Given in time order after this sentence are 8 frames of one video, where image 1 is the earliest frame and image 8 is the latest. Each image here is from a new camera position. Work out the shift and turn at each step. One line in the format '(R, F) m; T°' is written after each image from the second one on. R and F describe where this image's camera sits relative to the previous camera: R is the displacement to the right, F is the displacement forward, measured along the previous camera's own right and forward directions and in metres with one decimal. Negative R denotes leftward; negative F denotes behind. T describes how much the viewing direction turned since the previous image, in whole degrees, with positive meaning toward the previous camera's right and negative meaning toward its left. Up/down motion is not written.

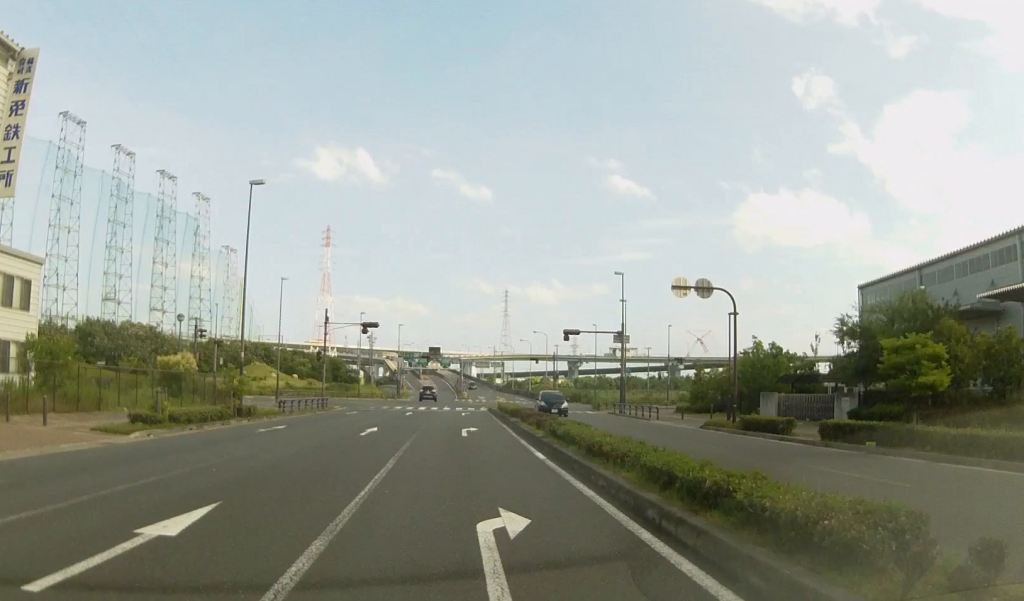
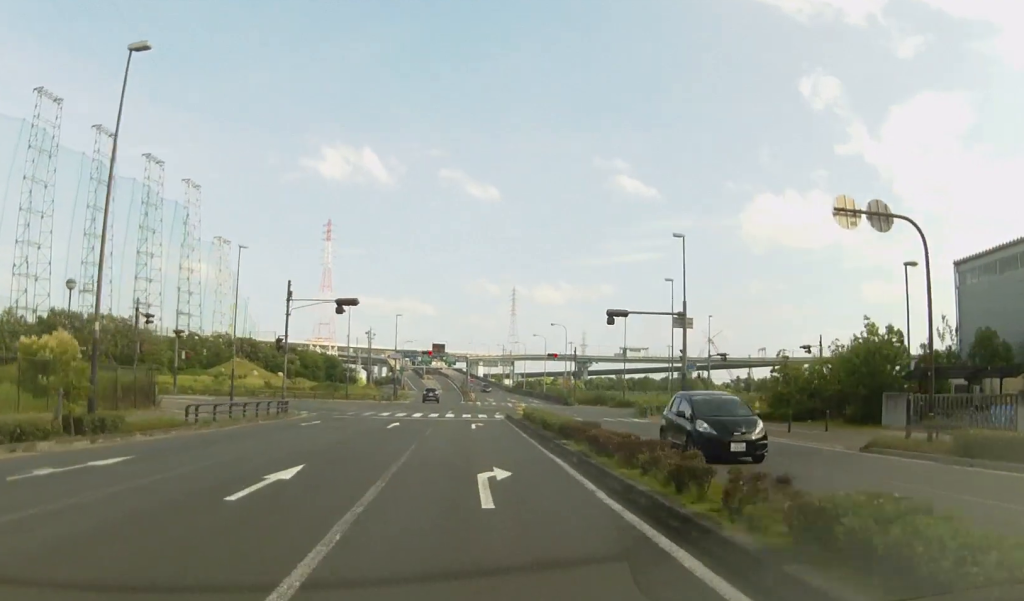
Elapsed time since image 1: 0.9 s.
(-0.2, +17.2) m; -1°
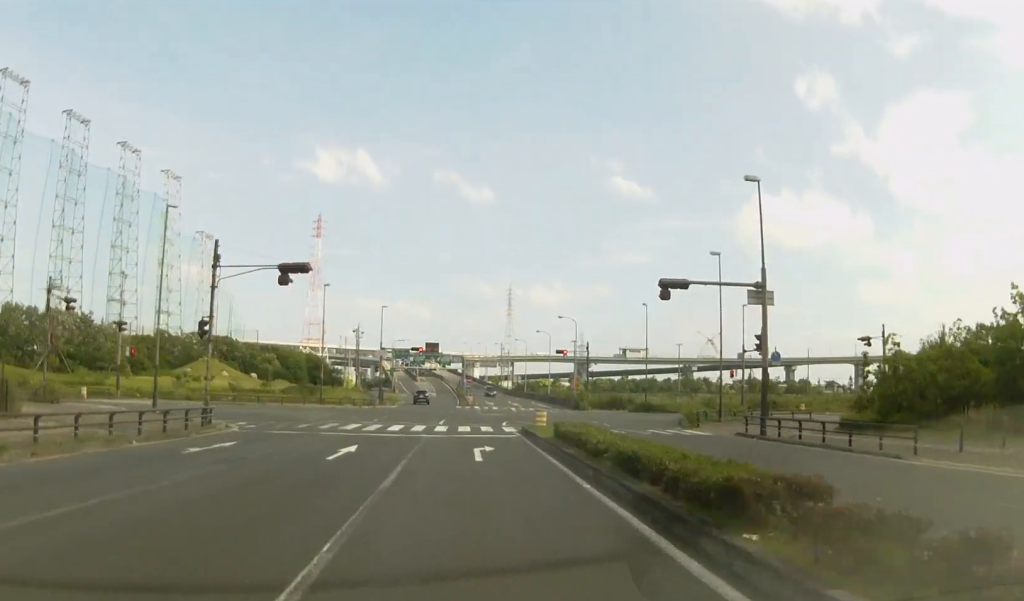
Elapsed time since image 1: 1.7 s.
(-0.1, +14.3) m; 0°
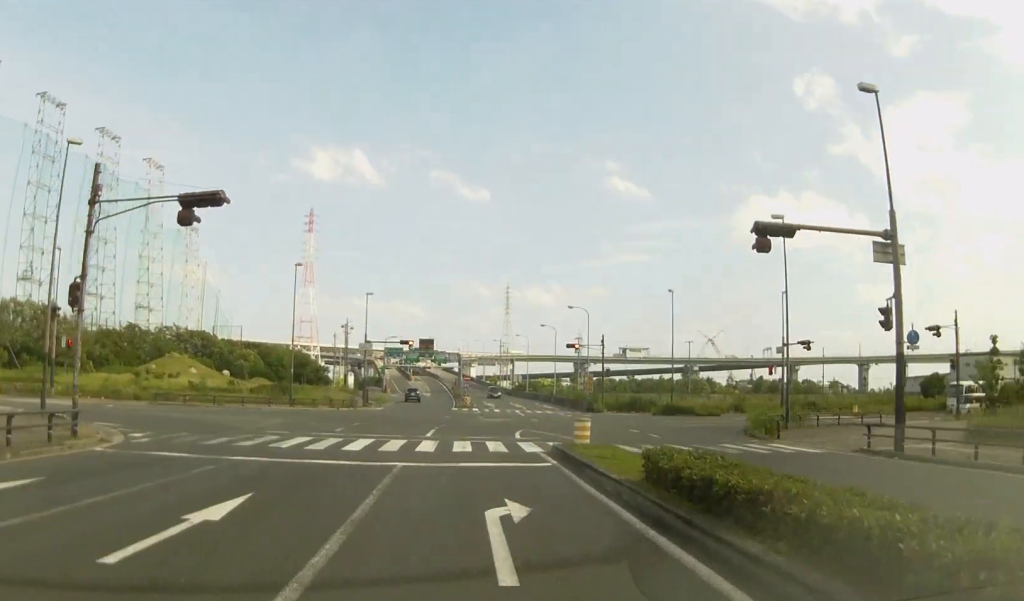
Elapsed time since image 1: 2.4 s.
(+0.1, +12.0) m; 0°
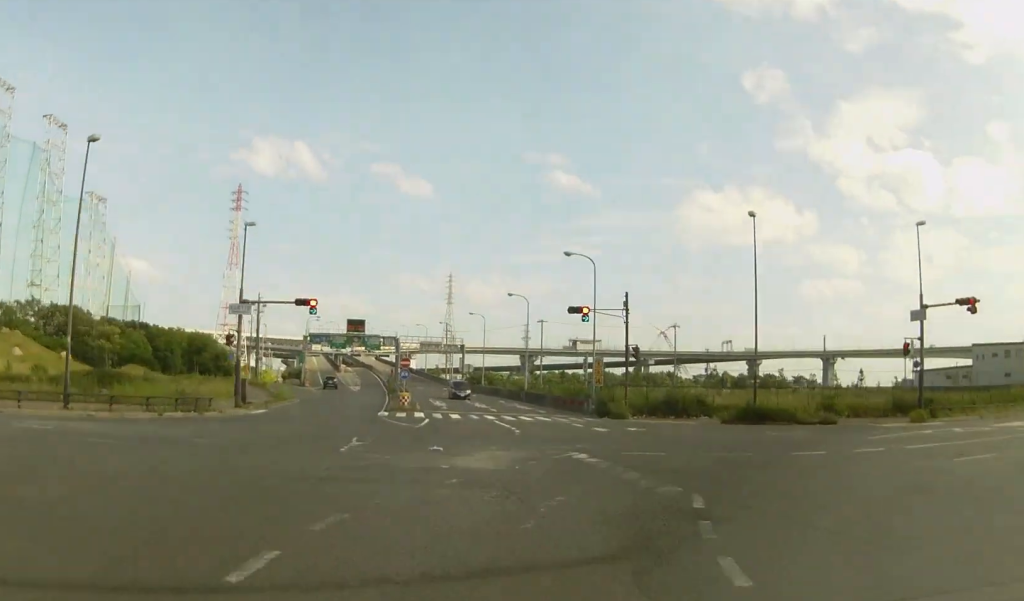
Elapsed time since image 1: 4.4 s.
(+0.2, +29.6) m; +7°
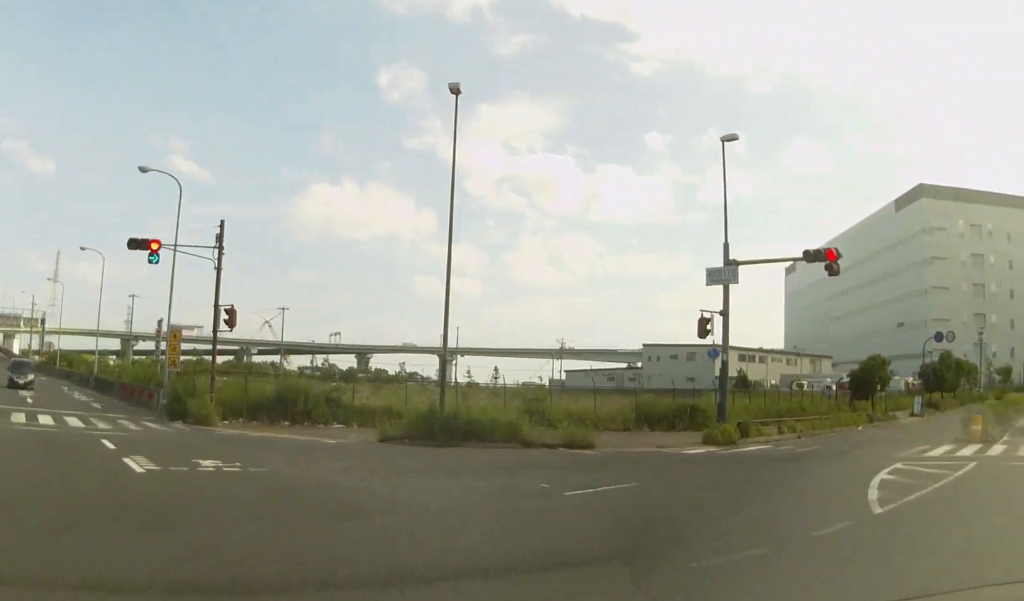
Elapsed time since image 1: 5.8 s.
(+3.2, +17.6) m; +24°
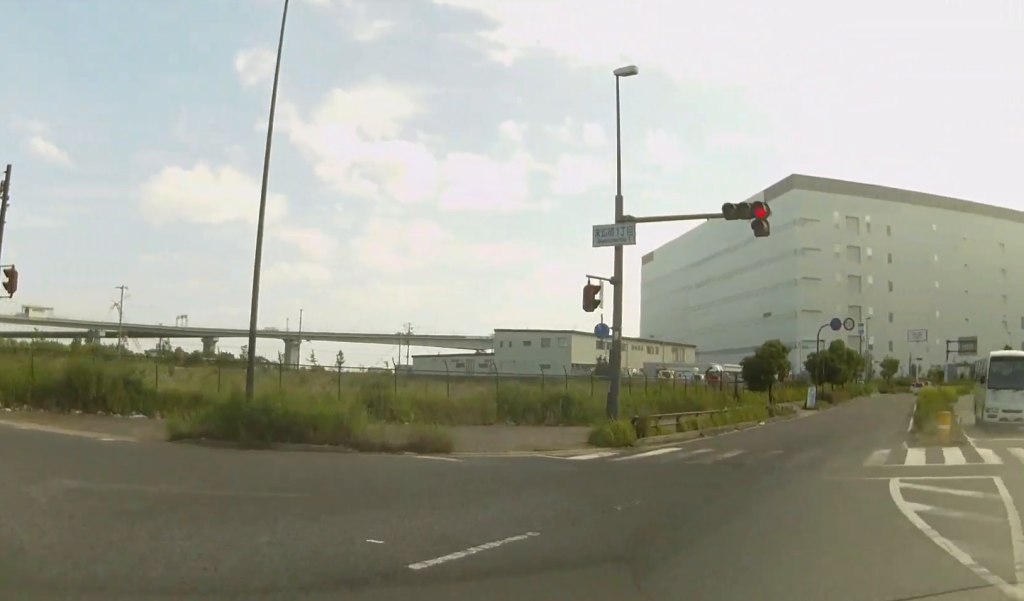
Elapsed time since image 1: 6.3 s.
(-0.2, +5.9) m; +11°
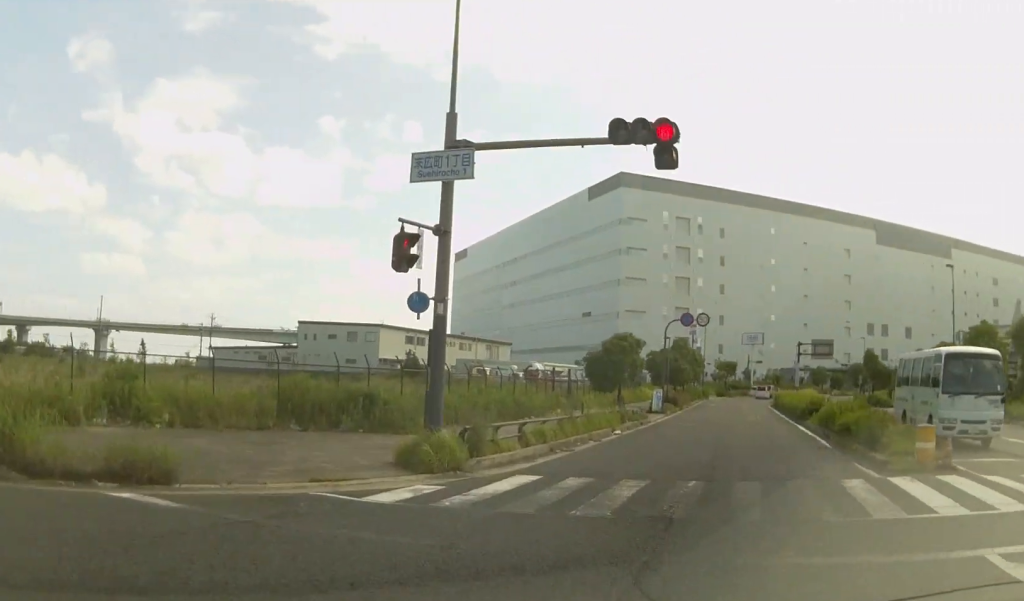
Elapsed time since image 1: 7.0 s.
(+1.6, +6.7) m; +13°
